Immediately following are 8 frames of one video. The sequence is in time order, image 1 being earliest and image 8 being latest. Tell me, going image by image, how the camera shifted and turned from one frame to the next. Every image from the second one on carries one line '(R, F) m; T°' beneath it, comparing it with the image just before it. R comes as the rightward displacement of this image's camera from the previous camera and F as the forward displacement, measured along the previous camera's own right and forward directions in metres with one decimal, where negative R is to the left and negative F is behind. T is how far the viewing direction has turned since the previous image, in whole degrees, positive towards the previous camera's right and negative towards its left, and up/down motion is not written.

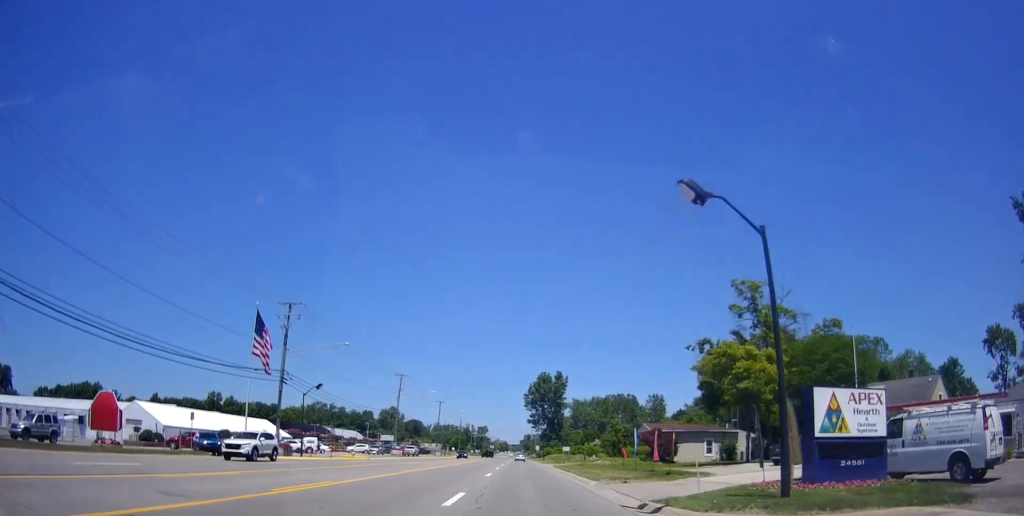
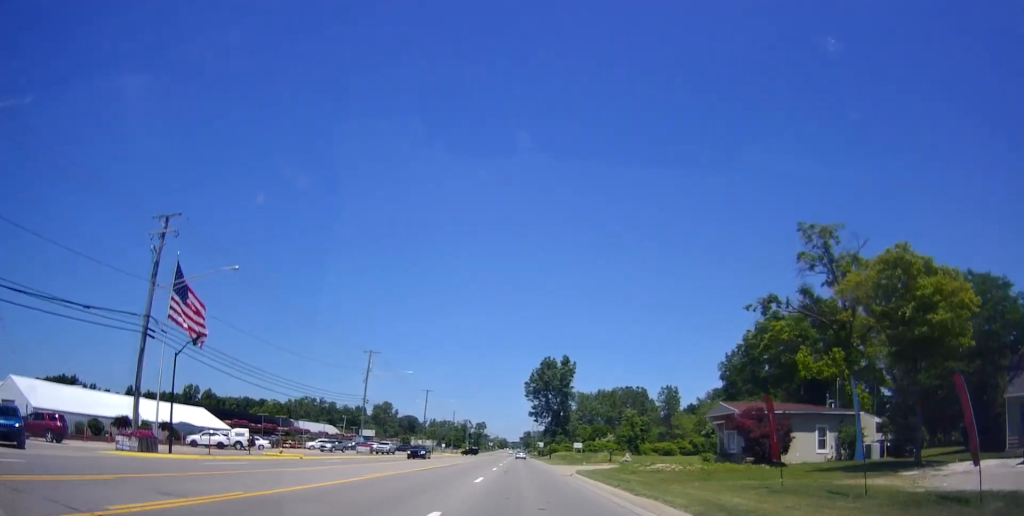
(+0.1, +22.2) m; 0°
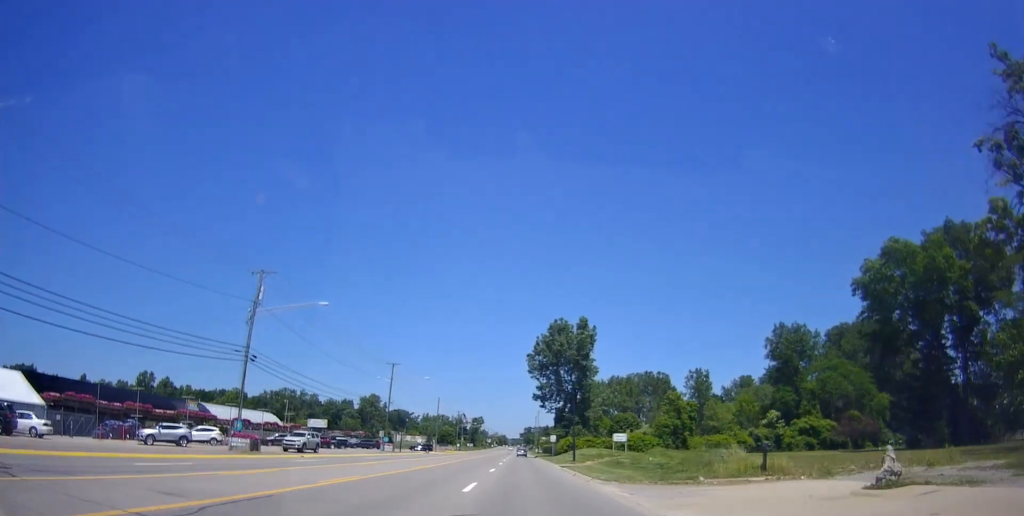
(-0.1, +36.6) m; -1°
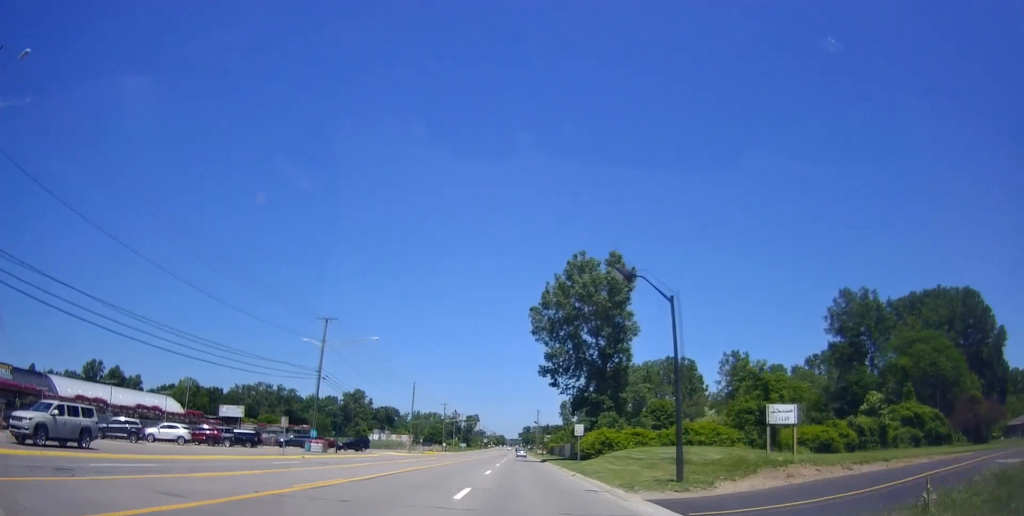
(+0.3, +33.7) m; 0°
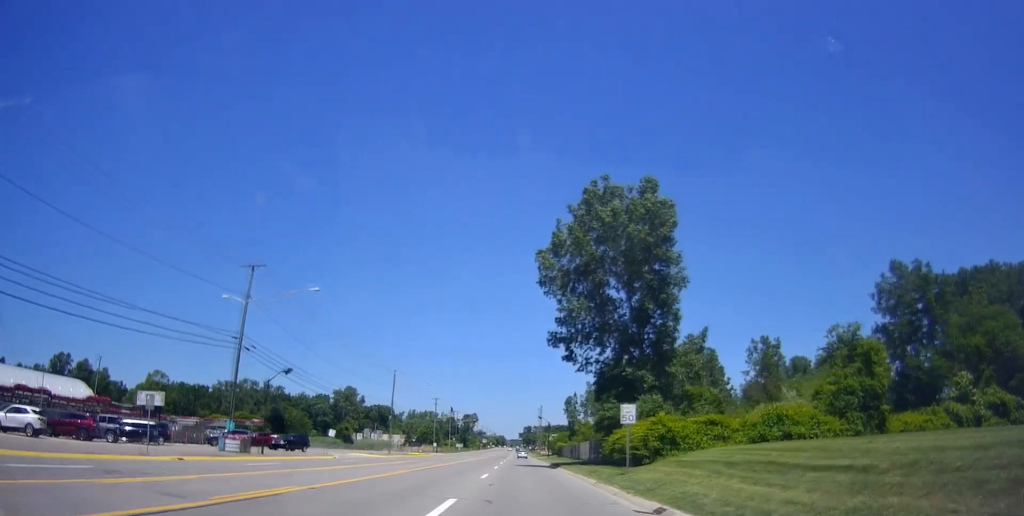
(-0.3, +19.2) m; 0°
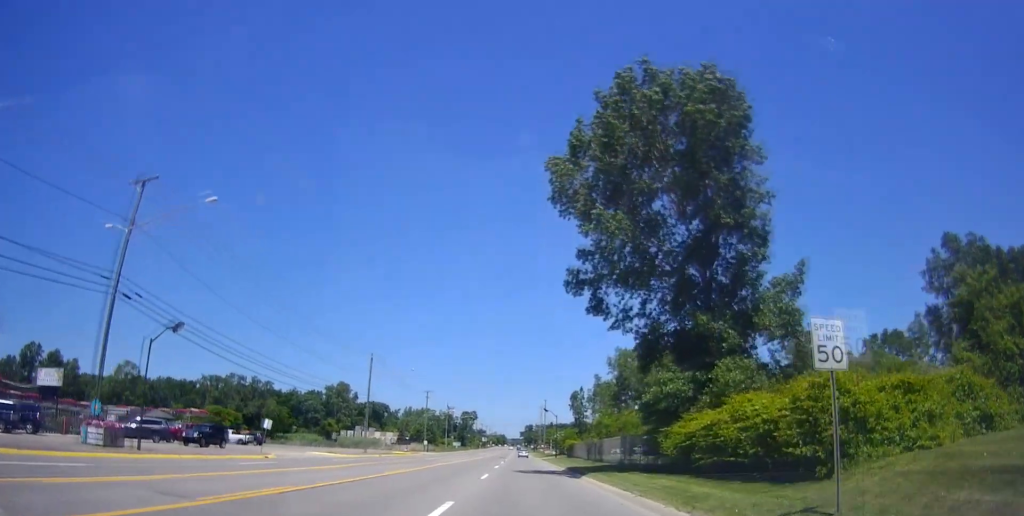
(+0.2, +16.2) m; 0°
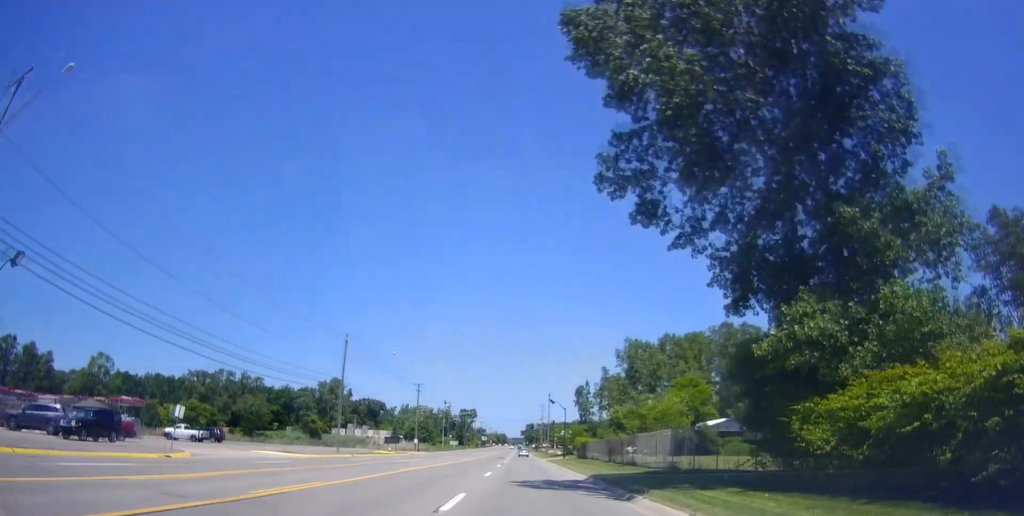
(0.0, +12.6) m; 0°
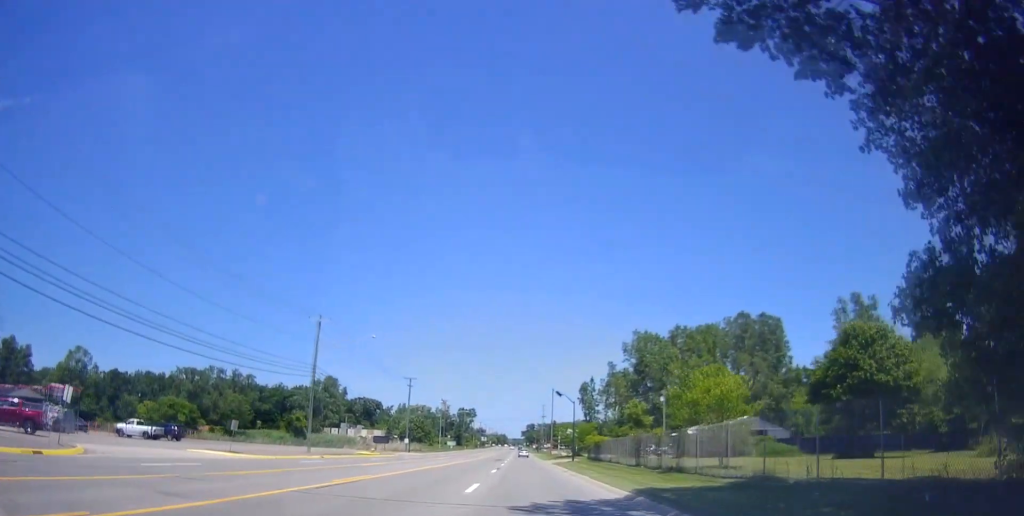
(-0.1, +9.8) m; -1°
